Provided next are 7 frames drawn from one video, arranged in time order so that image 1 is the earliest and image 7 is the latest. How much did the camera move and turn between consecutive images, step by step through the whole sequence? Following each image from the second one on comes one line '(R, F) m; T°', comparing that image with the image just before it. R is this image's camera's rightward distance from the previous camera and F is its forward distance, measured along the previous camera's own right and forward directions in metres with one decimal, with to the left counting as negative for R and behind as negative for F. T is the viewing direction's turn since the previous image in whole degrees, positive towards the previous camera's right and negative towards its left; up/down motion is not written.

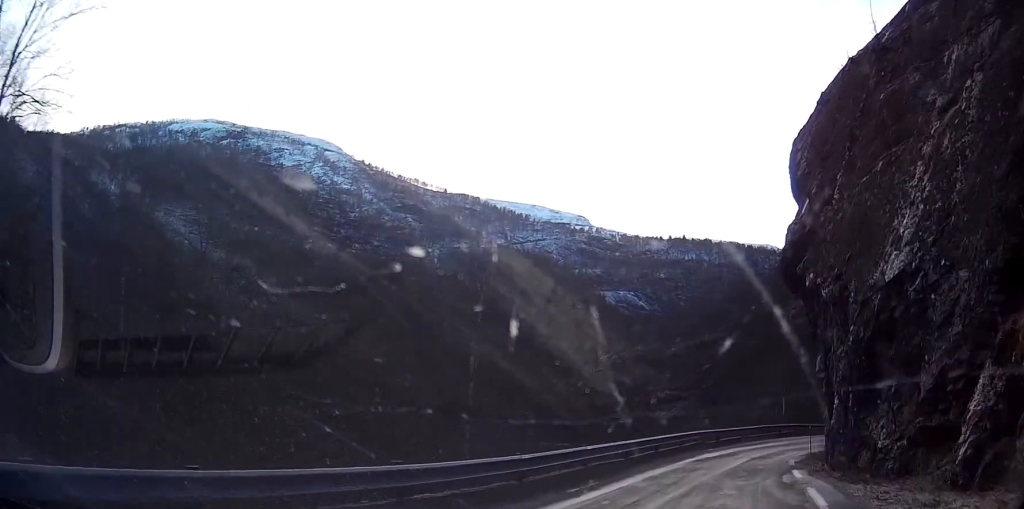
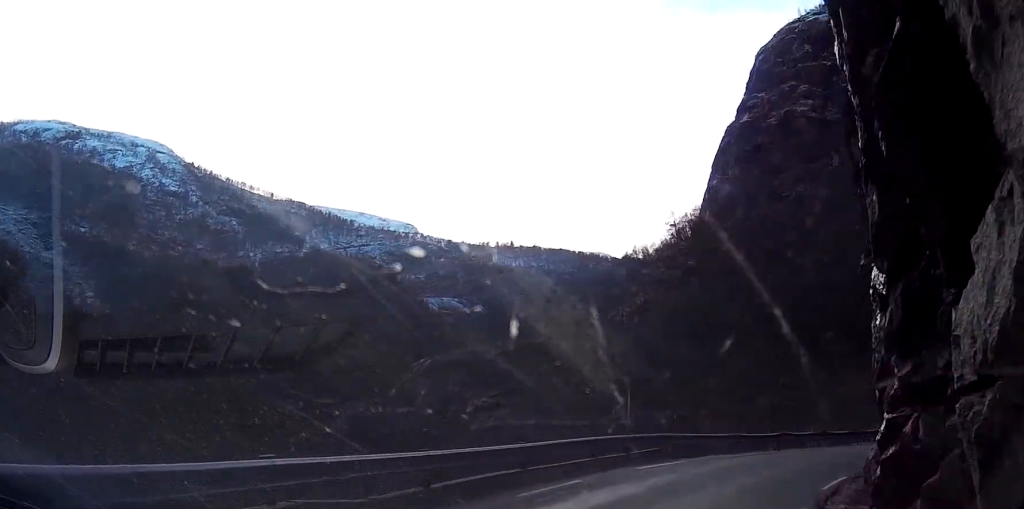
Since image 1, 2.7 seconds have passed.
(+3.9, +25.9) m; +14°
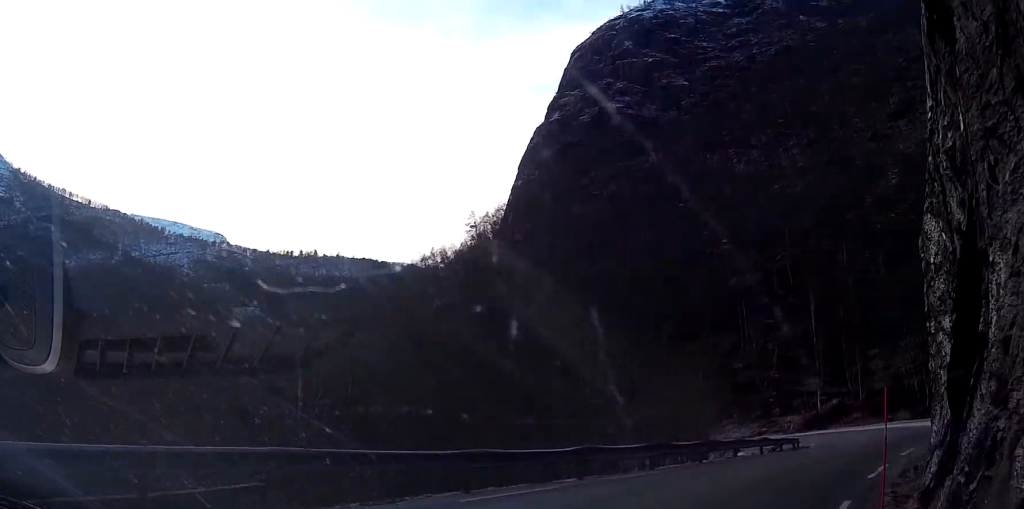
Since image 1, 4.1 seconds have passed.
(+0.8, +13.6) m; +11°
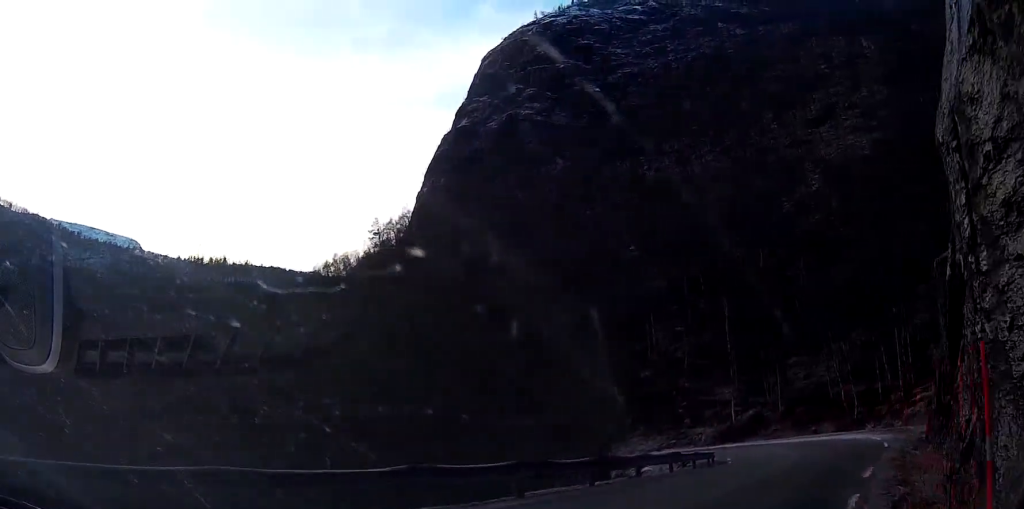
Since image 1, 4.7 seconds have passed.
(+0.4, +4.9) m; +6°
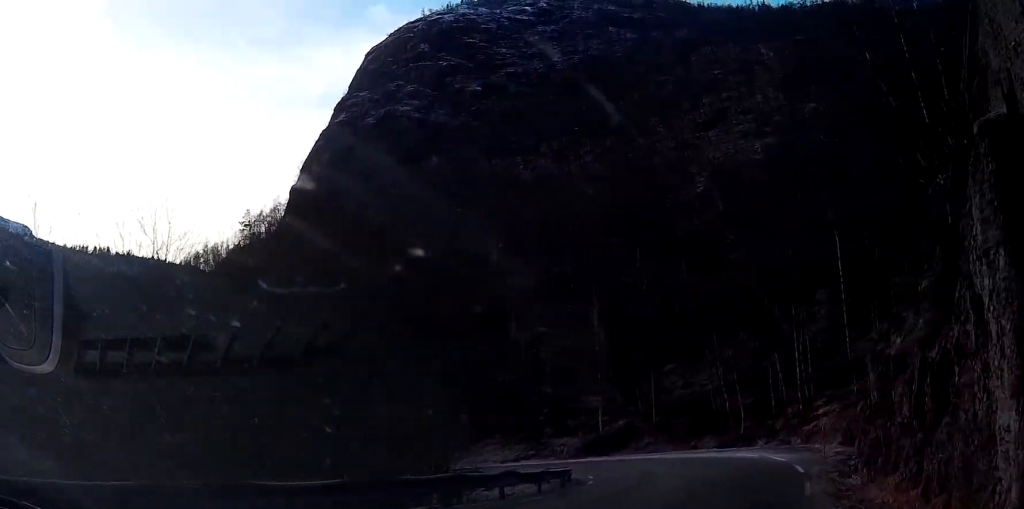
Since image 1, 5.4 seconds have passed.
(+0.4, +6.8) m; +7°
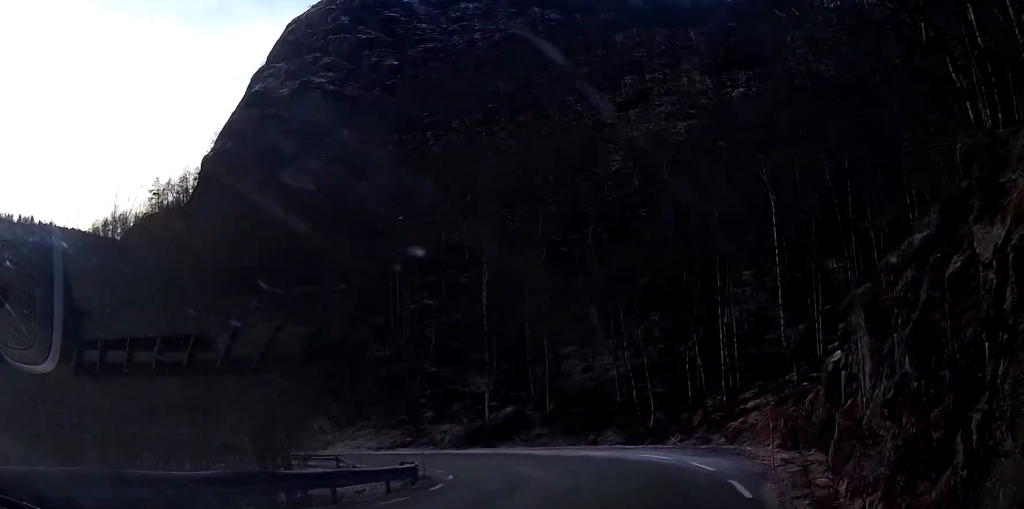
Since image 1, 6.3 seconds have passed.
(+0.6, +8.0) m; +6°
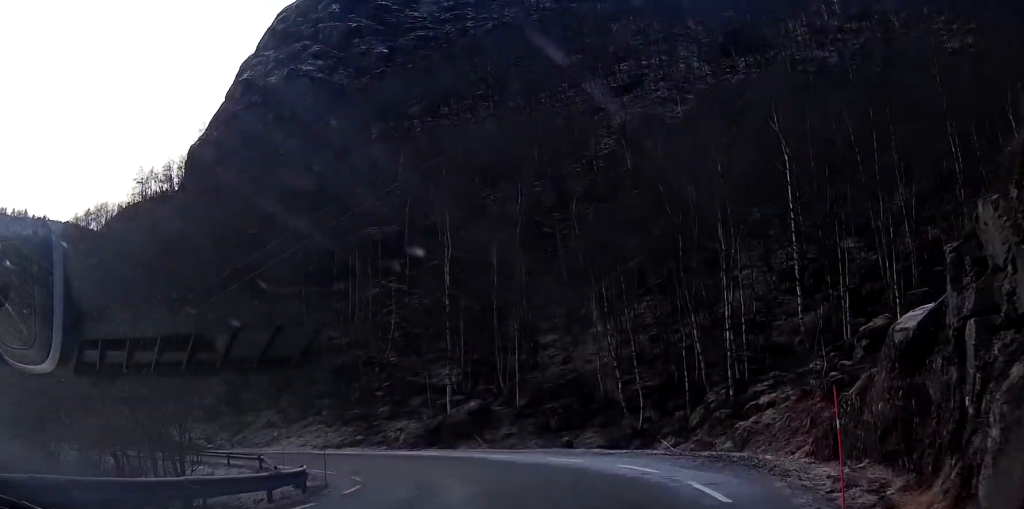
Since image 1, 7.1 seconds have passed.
(+0.3, +7.8) m; -2°
